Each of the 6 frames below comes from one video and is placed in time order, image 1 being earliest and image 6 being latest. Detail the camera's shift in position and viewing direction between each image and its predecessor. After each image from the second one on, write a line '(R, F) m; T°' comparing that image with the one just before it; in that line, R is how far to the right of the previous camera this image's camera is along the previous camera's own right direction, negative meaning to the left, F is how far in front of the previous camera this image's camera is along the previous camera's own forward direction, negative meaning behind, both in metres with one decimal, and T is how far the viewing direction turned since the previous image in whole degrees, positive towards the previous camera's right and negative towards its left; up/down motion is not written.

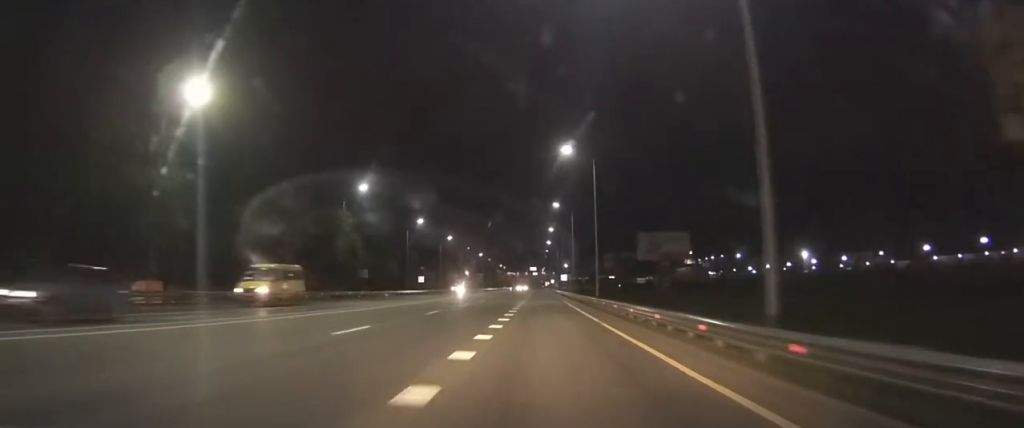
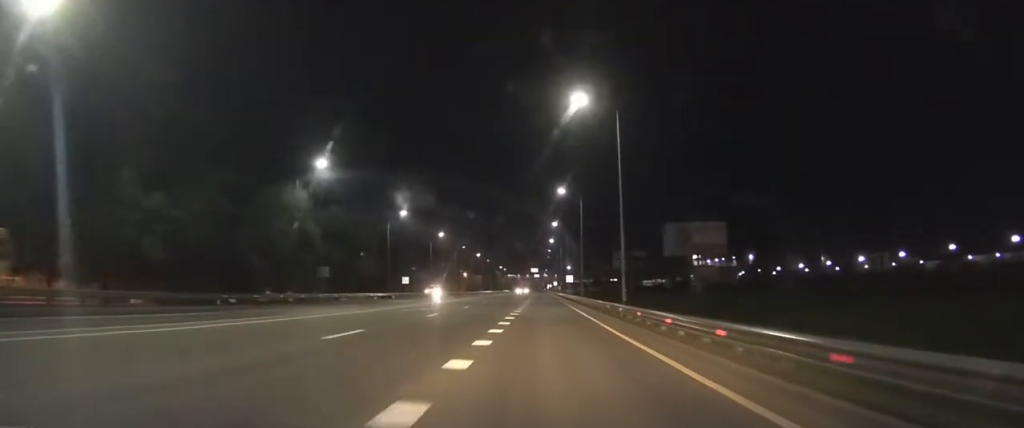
(+0.1, +13.1) m; 0°
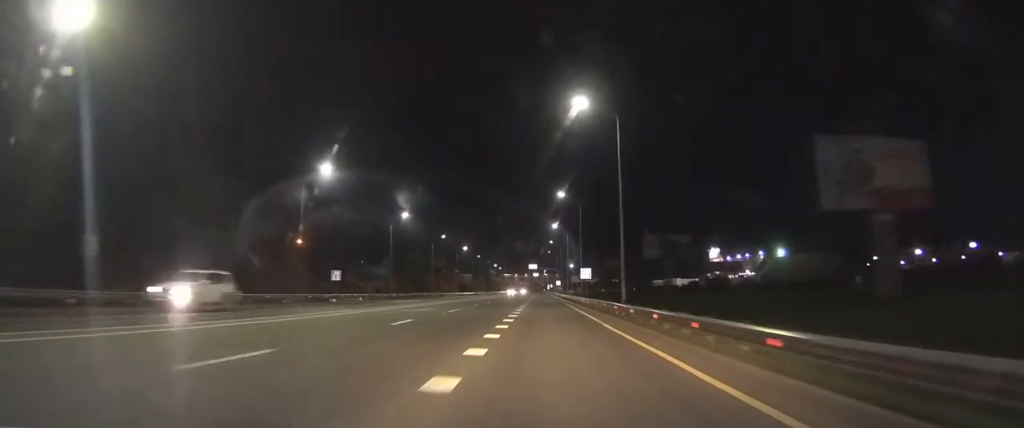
(-0.1, +29.3) m; 0°
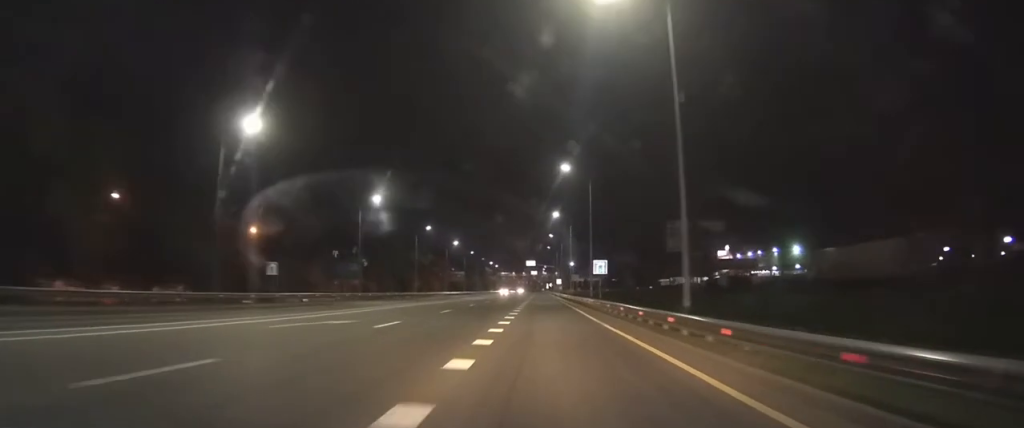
(+0.1, +13.5) m; 0°
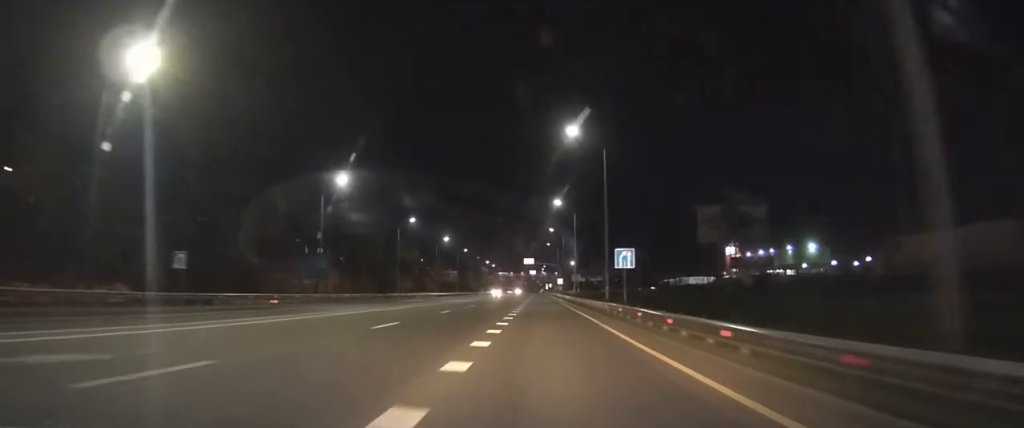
(0.0, +11.8) m; 0°
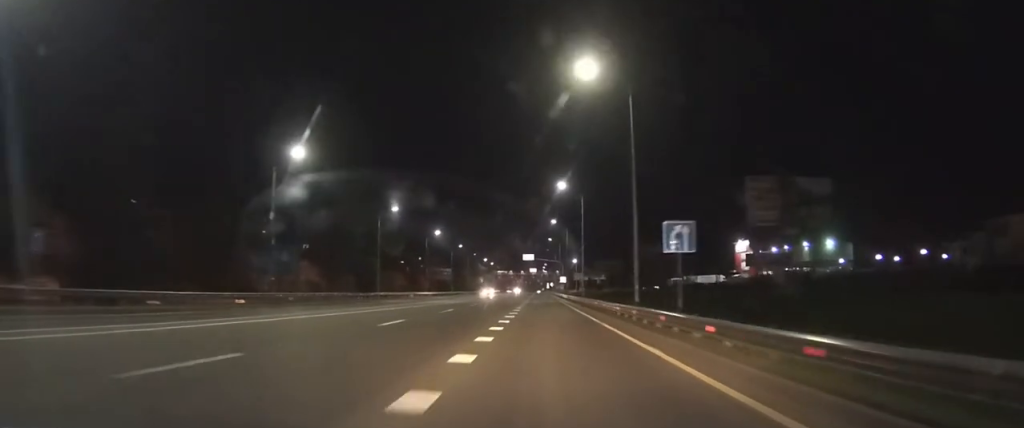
(0.0, +10.9) m; 0°
